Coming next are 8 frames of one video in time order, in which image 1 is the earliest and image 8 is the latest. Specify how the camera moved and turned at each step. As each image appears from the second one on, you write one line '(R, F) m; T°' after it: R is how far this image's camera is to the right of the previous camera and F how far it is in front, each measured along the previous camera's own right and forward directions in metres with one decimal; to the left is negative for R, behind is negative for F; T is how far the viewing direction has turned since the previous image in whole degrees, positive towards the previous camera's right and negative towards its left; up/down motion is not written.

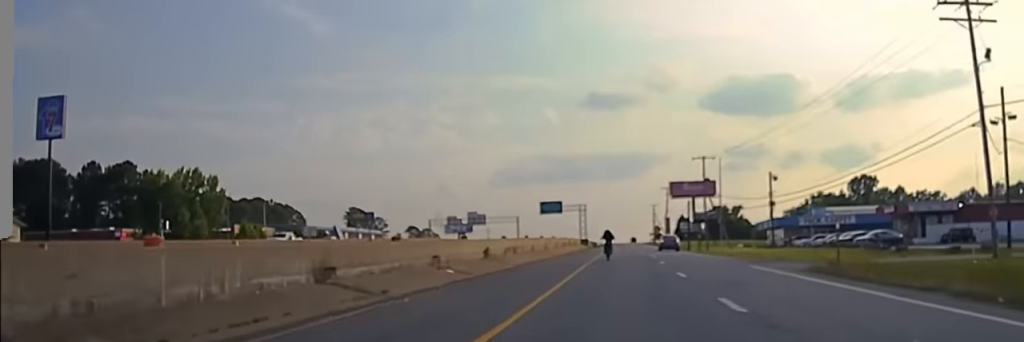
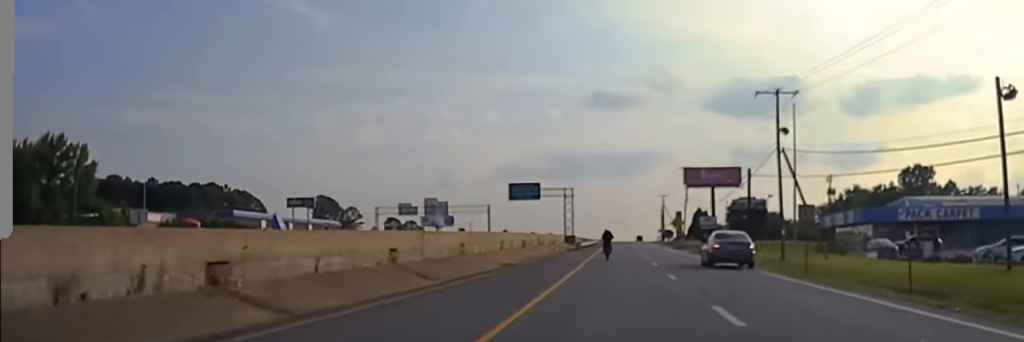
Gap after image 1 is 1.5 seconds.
(-0.4, +51.7) m; -1°
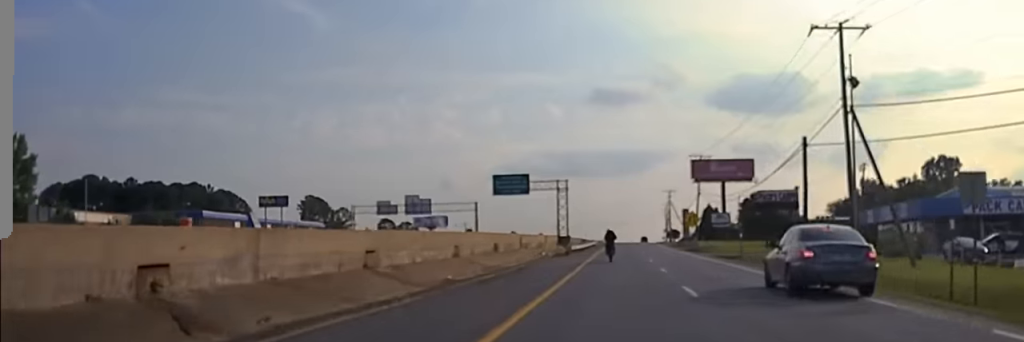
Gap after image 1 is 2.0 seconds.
(-0.3, +18.1) m; 0°
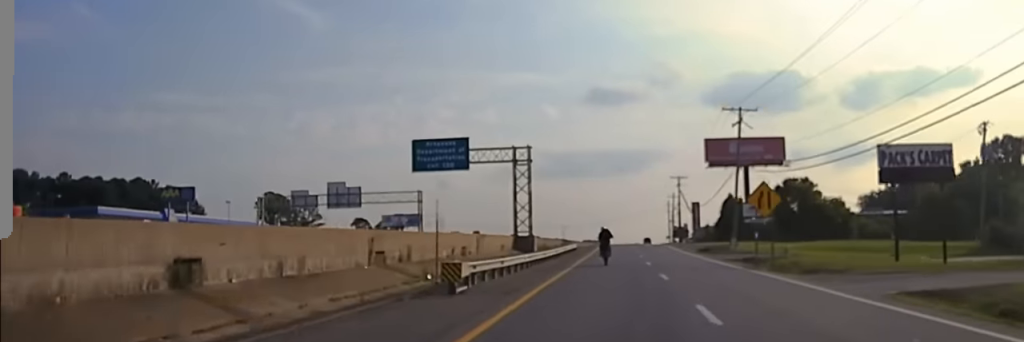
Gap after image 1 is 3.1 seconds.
(+0.3, +42.4) m; +1°
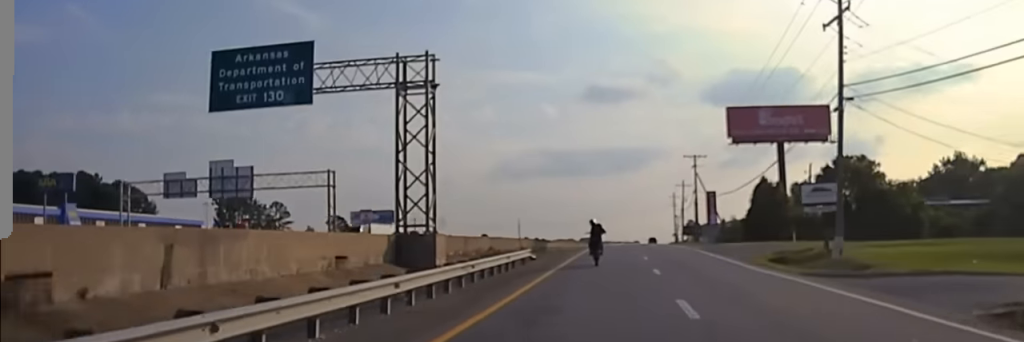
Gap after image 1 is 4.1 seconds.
(+0.4, +36.5) m; 0°
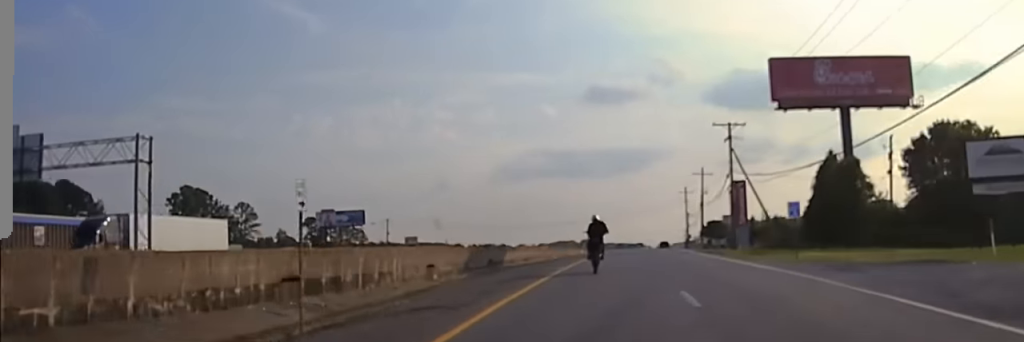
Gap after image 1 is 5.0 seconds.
(-0.1, +37.0) m; 0°
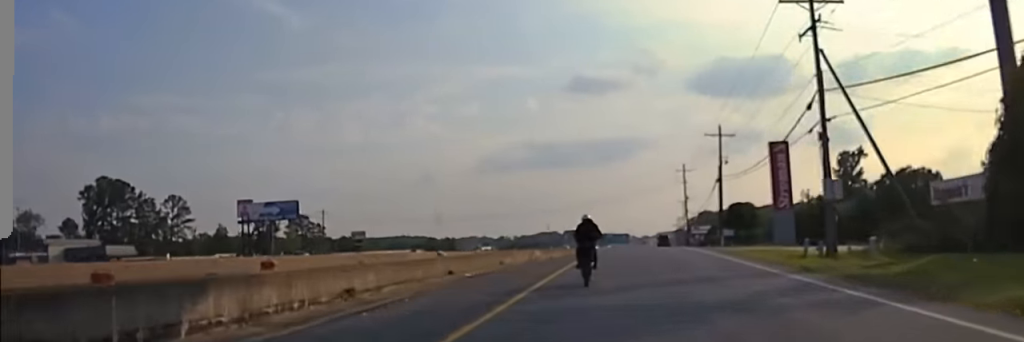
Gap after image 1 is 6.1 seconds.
(-0.2, +41.3) m; +1°
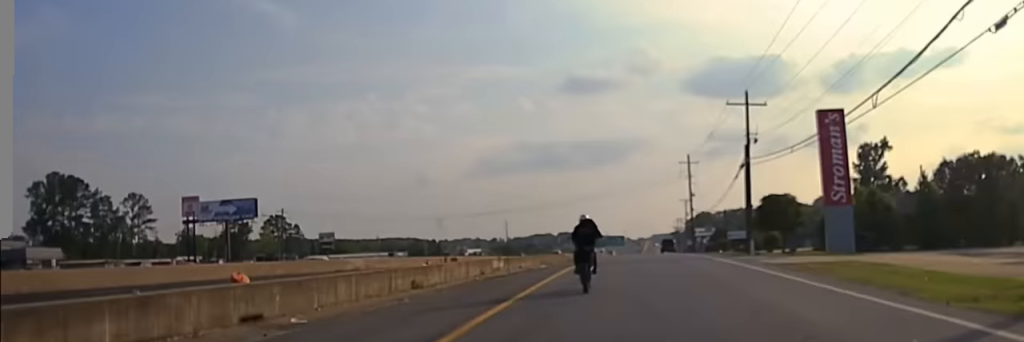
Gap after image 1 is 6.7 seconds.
(+0.3, +22.3) m; +1°
